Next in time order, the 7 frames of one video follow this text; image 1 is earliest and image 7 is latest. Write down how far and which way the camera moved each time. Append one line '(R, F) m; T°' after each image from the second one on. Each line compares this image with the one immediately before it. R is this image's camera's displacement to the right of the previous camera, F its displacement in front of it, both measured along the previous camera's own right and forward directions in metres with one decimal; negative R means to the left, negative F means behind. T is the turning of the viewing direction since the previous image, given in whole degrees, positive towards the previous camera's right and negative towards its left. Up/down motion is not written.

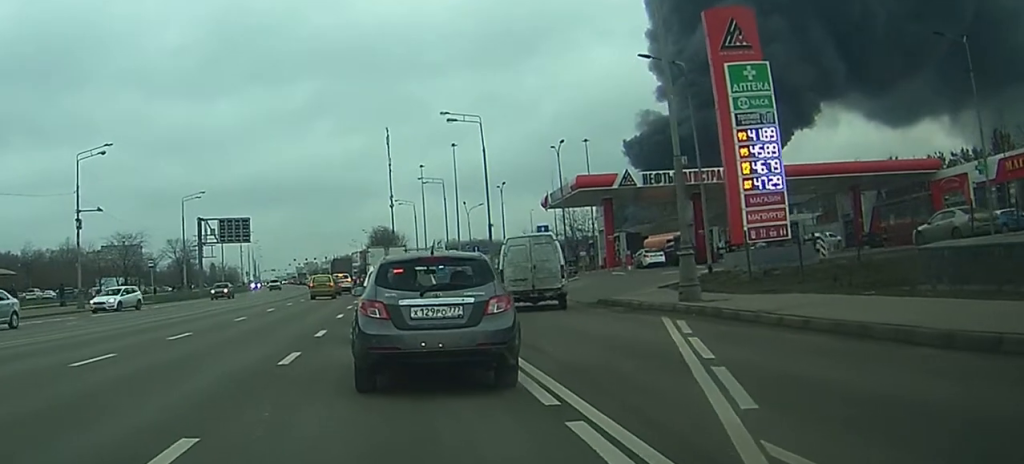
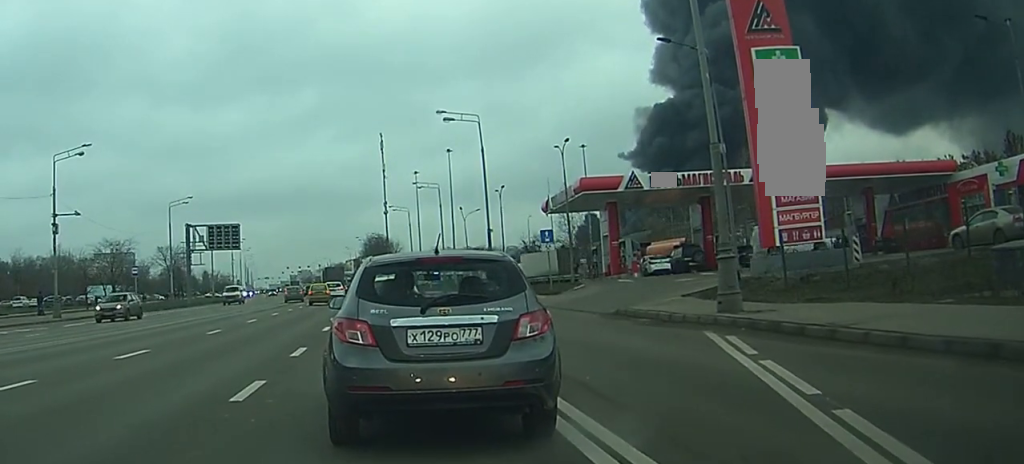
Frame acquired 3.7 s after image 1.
(+0.2, +2.9) m; 0°
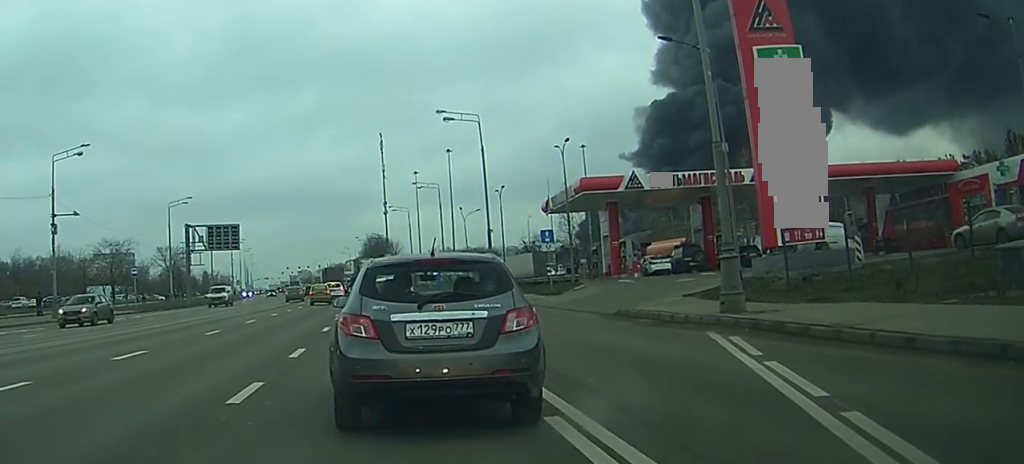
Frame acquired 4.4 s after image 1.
(-0.1, +0.2) m; 0°
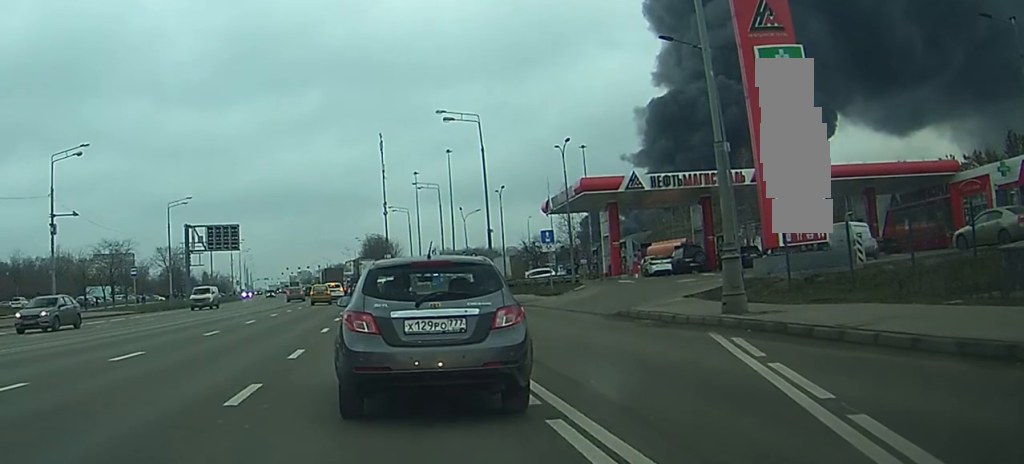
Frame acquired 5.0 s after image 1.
(-0.2, +0.2) m; 0°
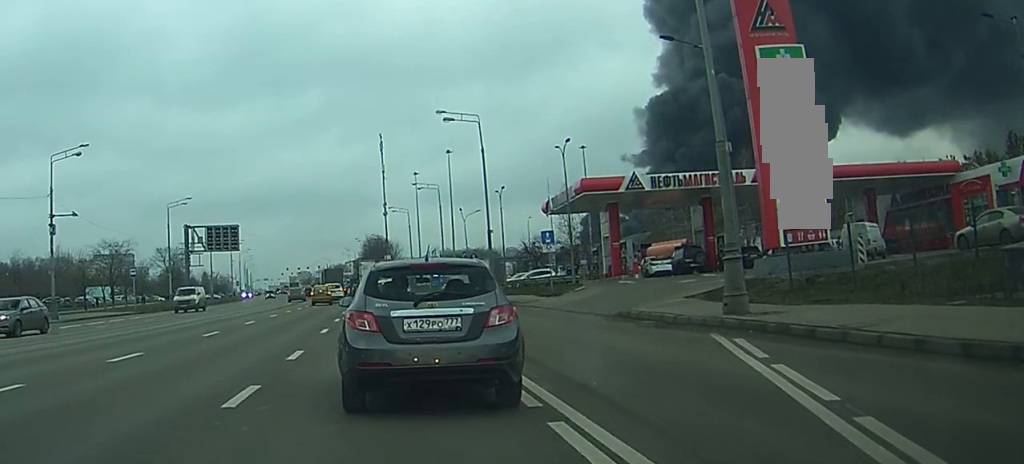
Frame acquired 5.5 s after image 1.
(-0.3, +0.1) m; 0°
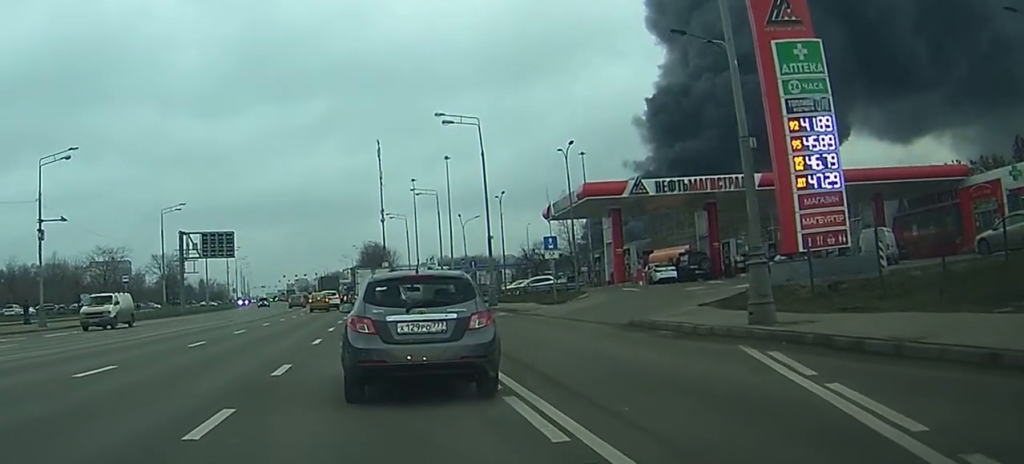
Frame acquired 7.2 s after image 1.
(-0.5, +1.7) m; -2°
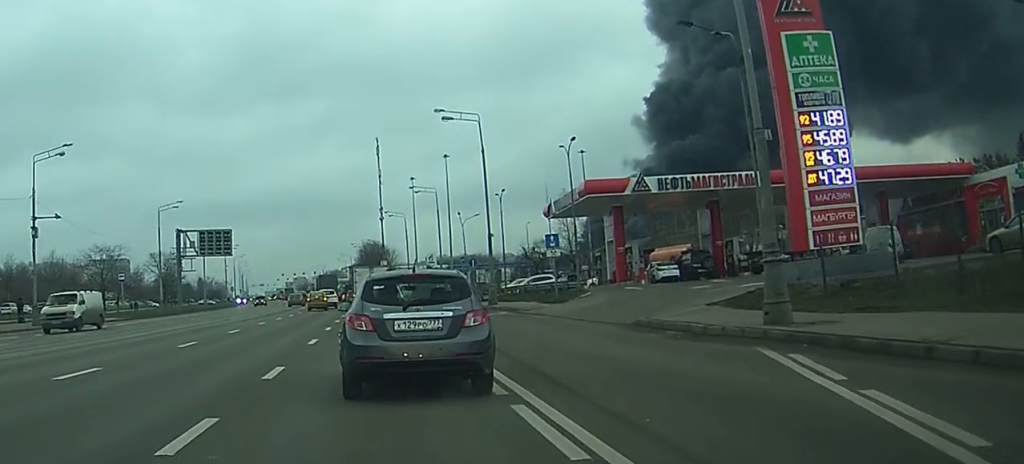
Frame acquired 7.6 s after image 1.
(0.0, +0.6) m; -2°
